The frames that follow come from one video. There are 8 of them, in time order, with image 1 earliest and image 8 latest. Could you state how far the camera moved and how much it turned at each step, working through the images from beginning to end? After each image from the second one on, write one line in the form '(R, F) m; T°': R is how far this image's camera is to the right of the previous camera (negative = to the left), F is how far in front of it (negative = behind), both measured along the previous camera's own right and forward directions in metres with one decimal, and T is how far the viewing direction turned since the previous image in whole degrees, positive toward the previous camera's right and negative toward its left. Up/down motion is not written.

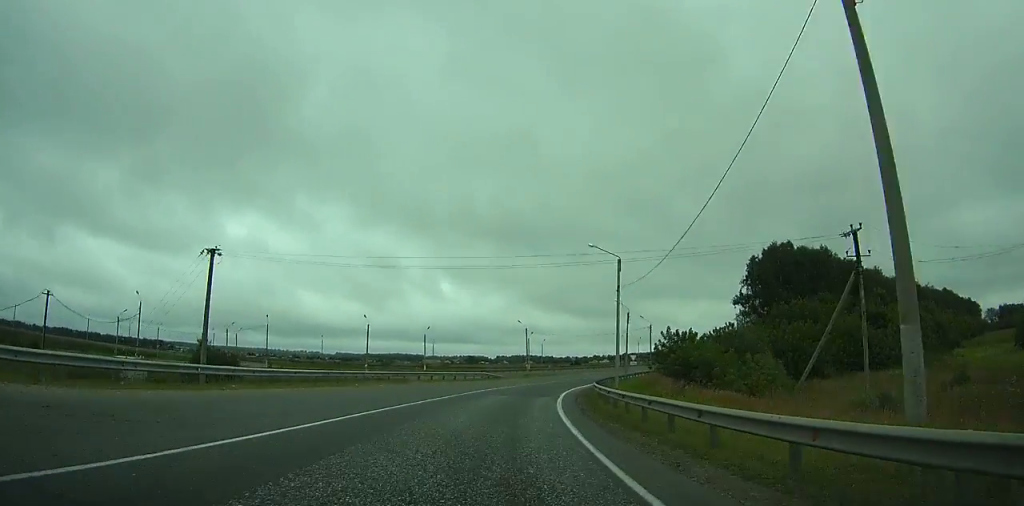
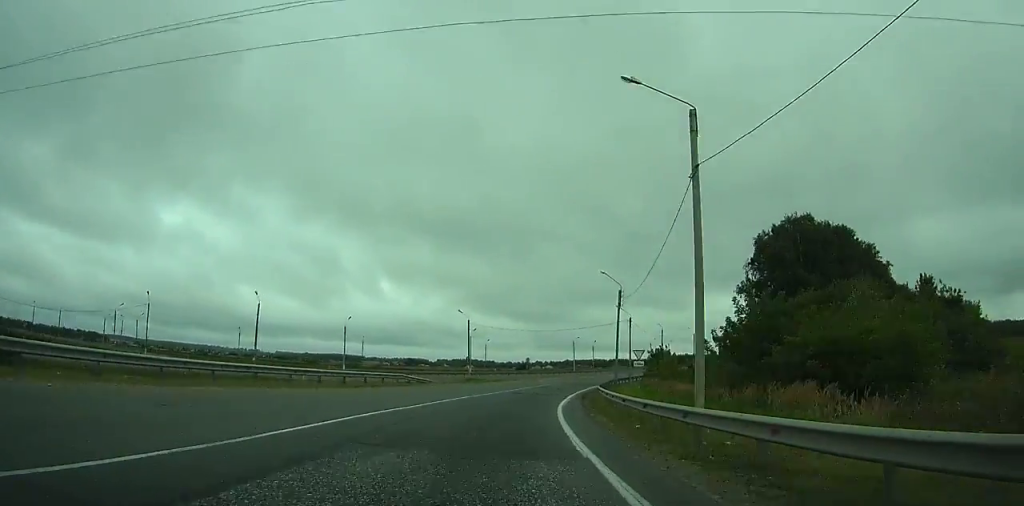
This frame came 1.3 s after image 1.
(+1.0, +25.1) m; +6°
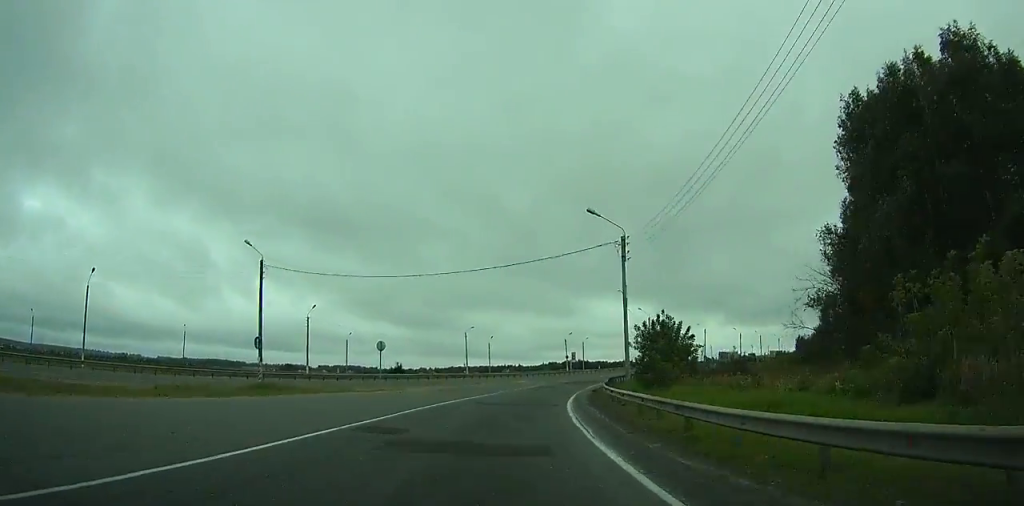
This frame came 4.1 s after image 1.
(+5.9, +49.6) m; +13°
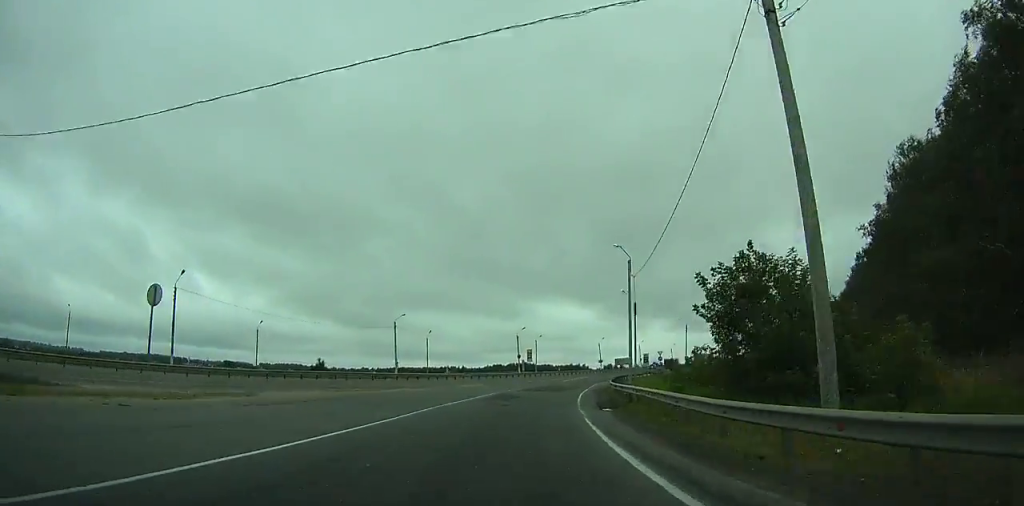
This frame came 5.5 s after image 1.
(+1.1, +23.1) m; +6°
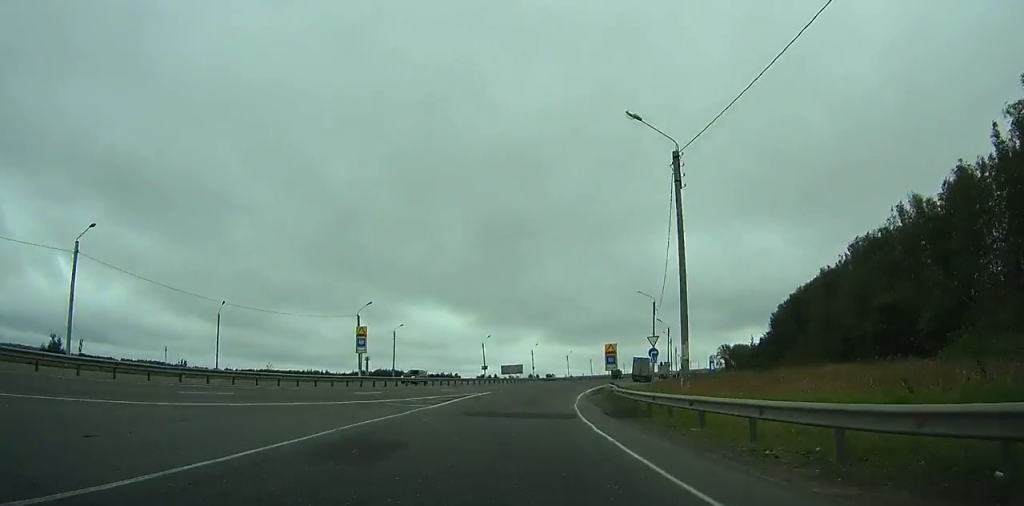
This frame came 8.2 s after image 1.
(+5.1, +47.3) m; +11°
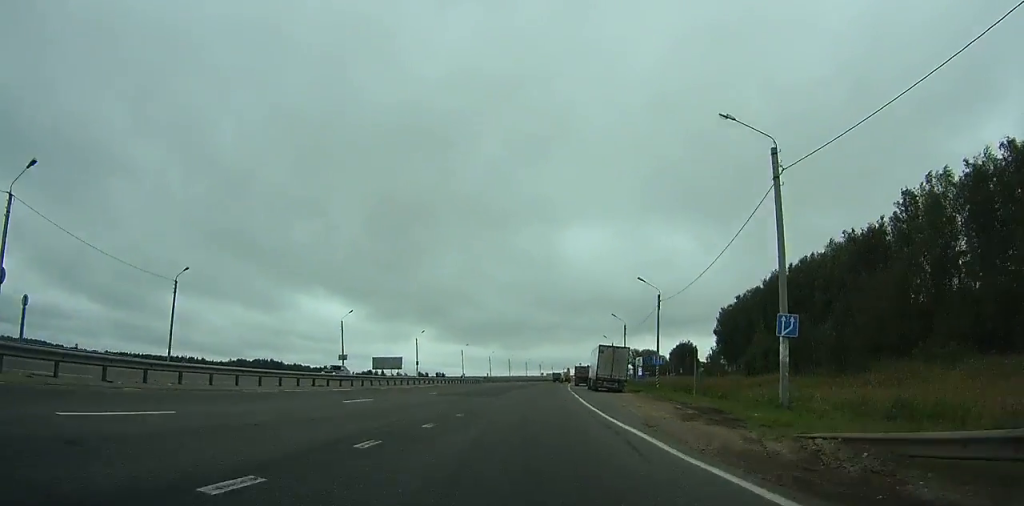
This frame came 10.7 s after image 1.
(+3.4, +44.2) m; +10°
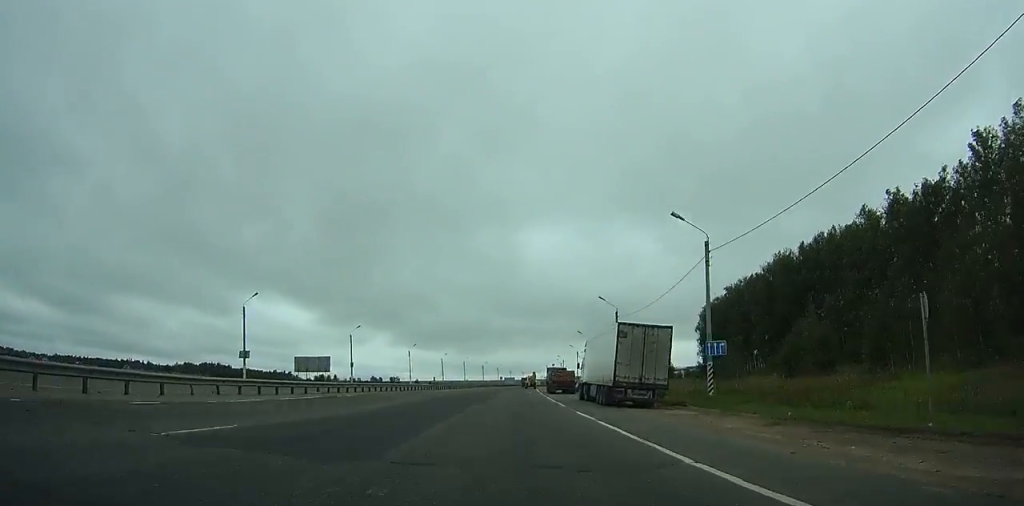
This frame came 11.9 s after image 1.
(+1.3, +22.3) m; +4°
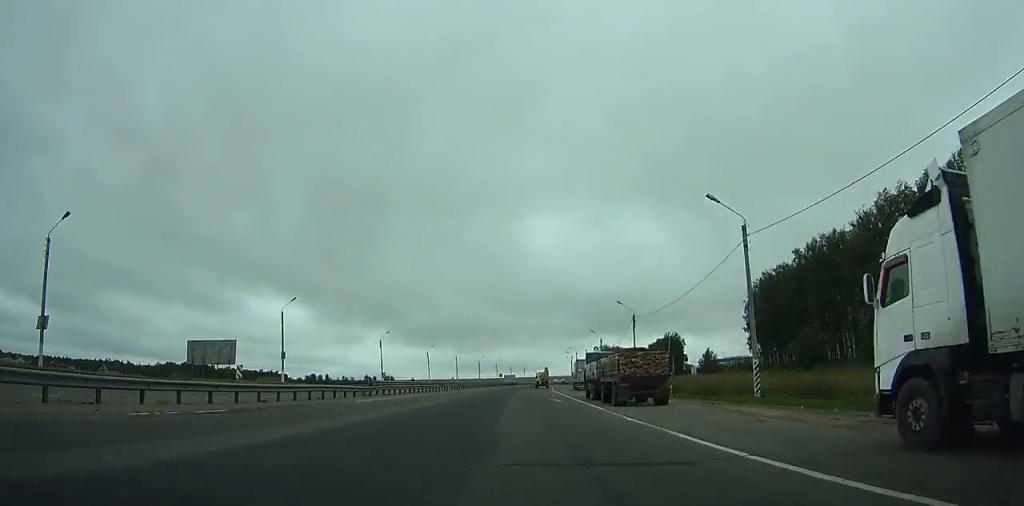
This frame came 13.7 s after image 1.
(+2.0, +34.3) m; +5°
